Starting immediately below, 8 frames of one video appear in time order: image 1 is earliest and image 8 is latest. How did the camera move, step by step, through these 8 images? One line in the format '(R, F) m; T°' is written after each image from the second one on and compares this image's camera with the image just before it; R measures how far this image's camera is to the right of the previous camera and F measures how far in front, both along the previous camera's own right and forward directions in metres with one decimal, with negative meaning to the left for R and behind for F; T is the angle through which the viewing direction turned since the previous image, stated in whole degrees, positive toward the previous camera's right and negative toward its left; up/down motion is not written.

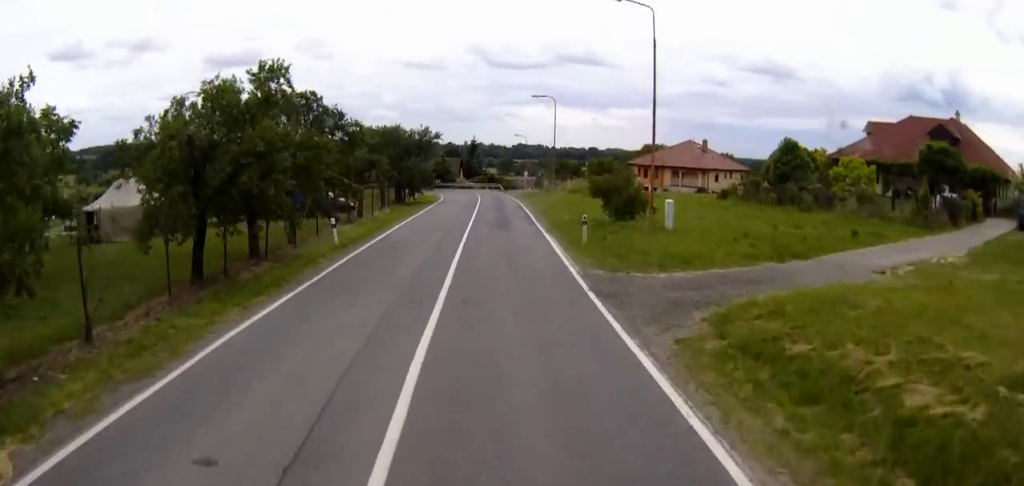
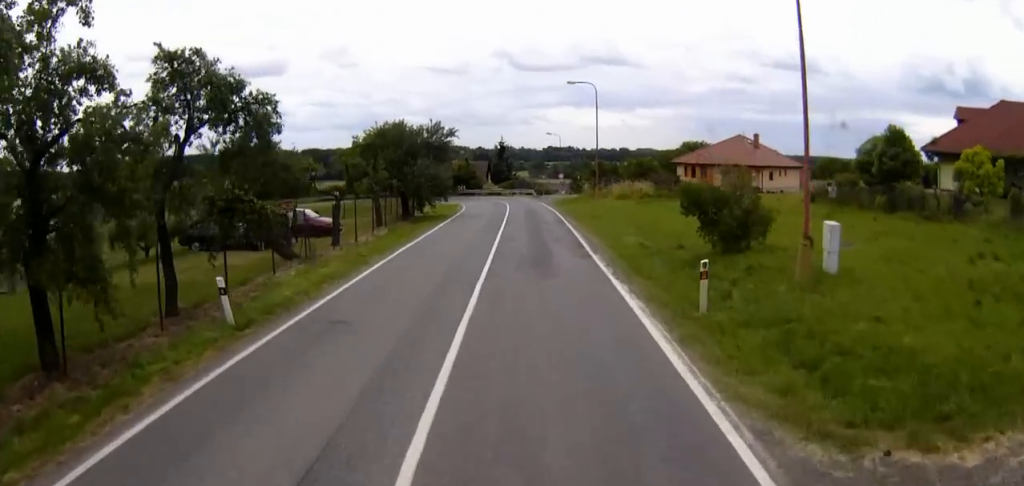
(-0.2, +10.5) m; 0°
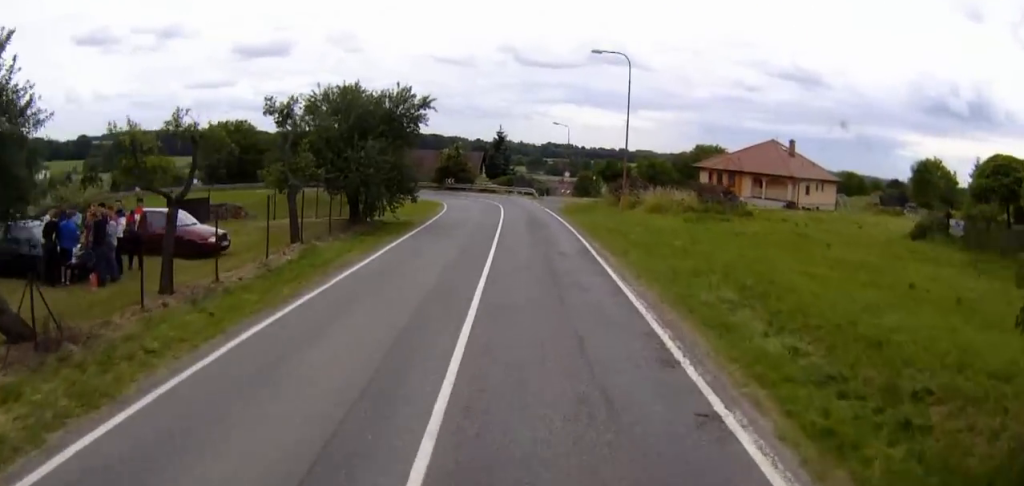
(0.0, +12.7) m; 0°
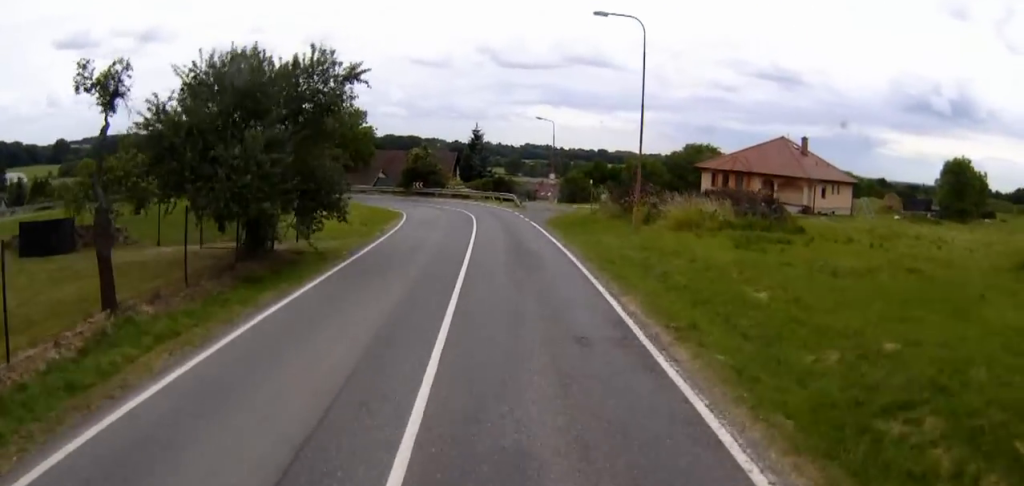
(+0.1, +9.9) m; 0°
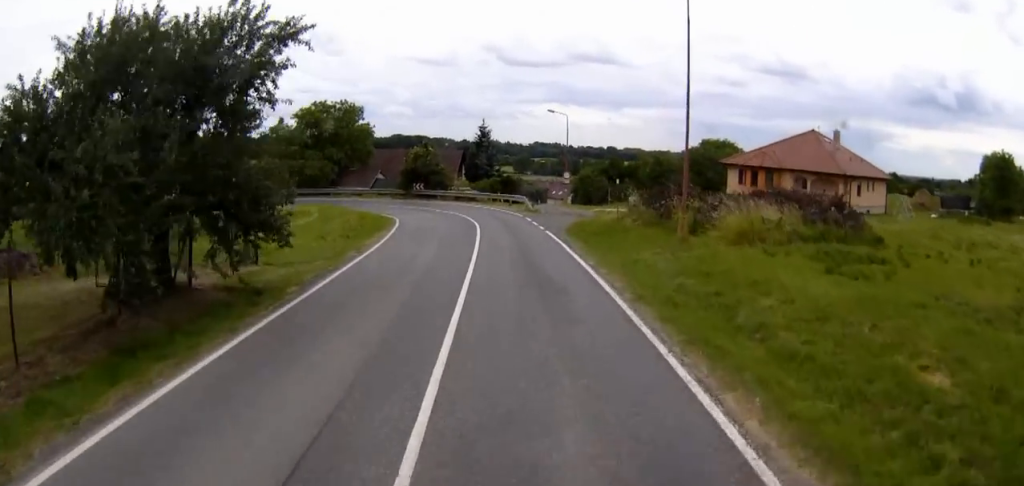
(+0.1, +6.3) m; 0°
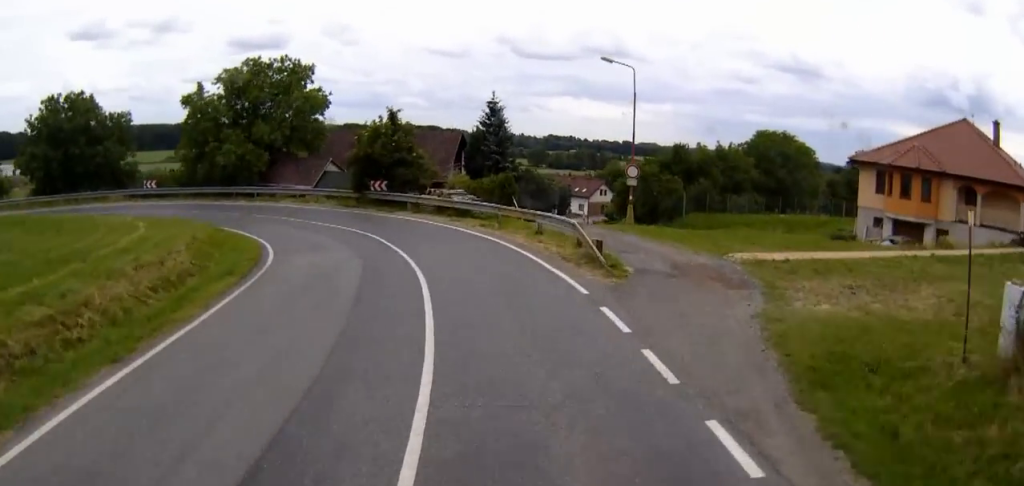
(-0.4, +26.2) m; -3°
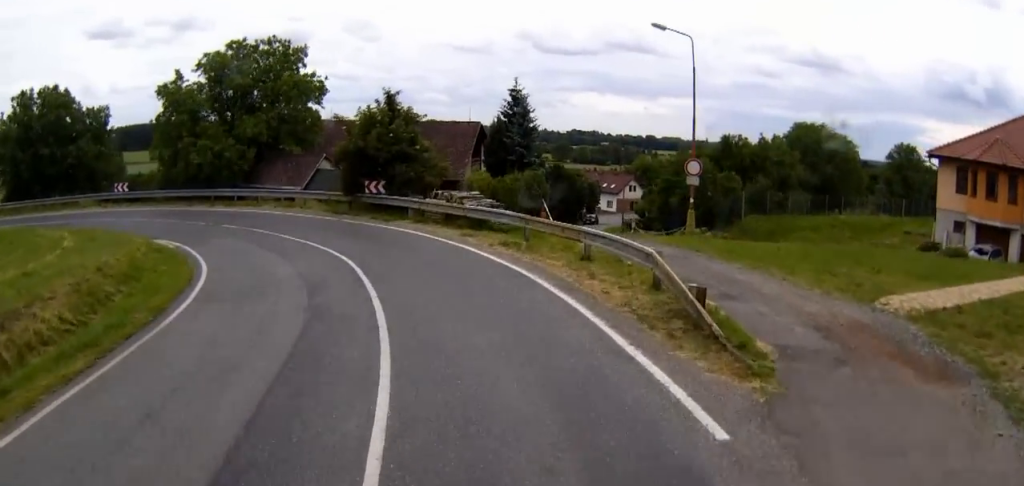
(-0.2, +7.5) m; -4°
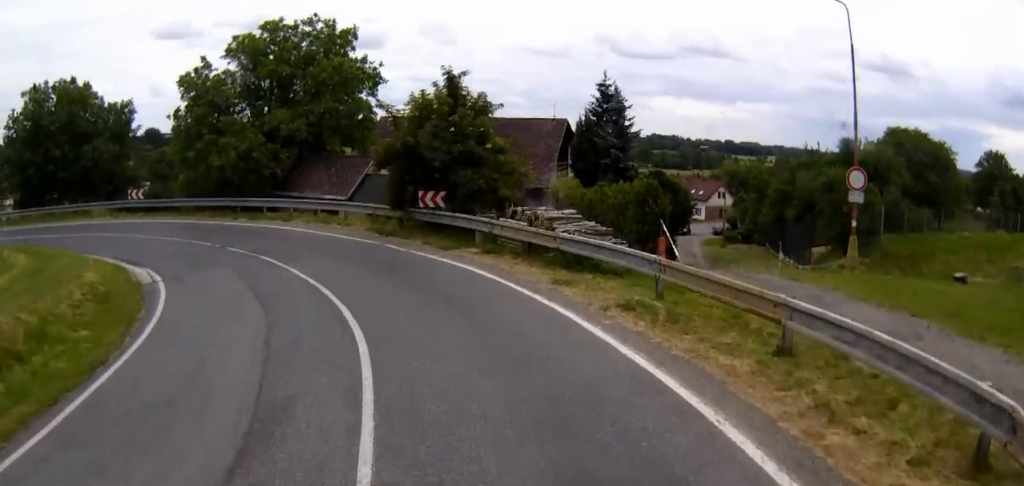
(-0.2, +7.9) m; -6°
